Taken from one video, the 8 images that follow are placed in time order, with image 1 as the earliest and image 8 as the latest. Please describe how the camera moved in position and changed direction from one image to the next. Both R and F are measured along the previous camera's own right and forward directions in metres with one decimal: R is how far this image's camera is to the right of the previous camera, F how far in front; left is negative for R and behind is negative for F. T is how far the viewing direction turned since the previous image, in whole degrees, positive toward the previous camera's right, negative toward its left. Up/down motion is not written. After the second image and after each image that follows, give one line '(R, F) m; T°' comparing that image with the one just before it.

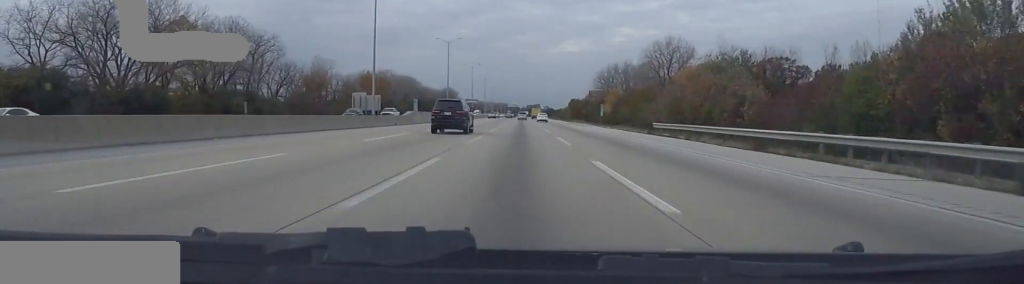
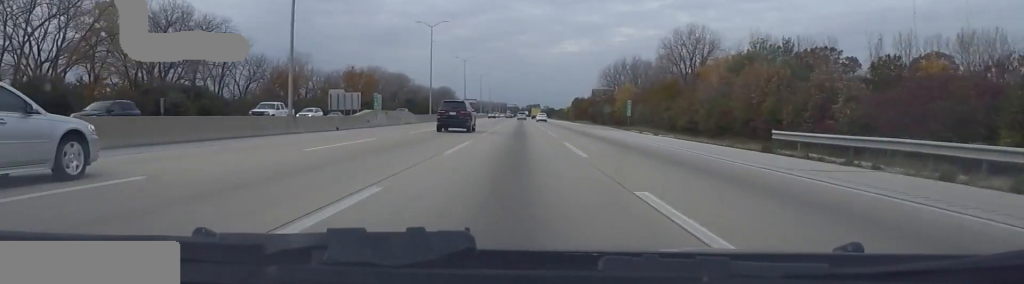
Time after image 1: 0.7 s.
(+0.3, +21.4) m; 0°
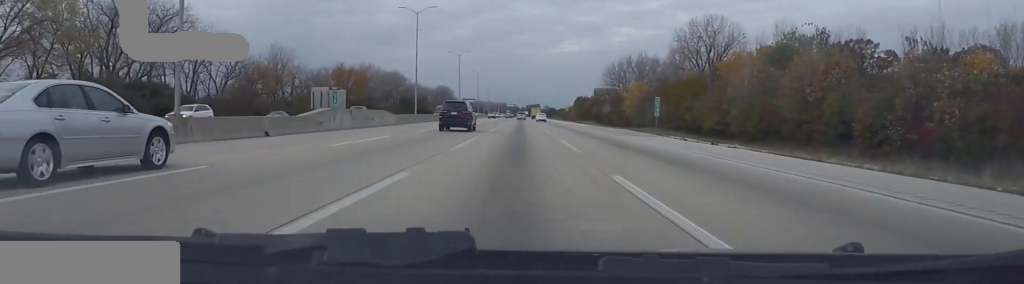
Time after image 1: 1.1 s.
(+0.5, +13.0) m; 0°
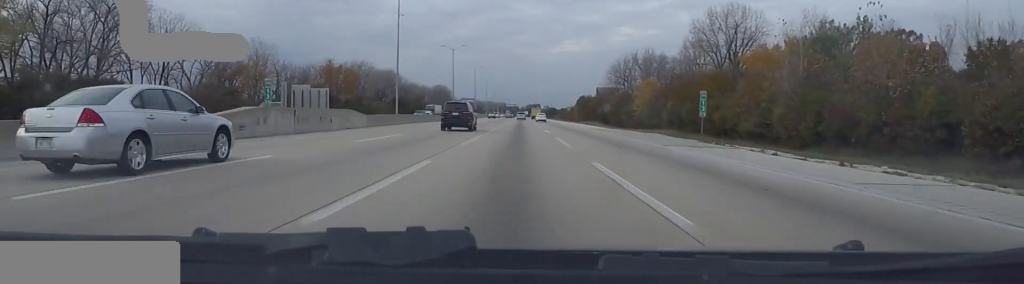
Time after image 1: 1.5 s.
(0.0, +12.6) m; 0°
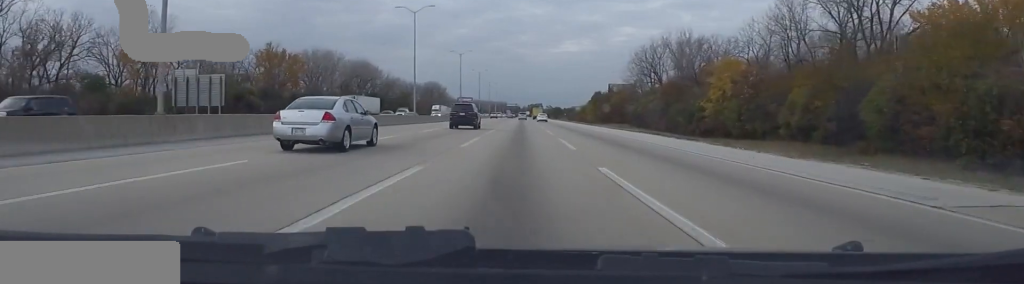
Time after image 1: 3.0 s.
(-0.8, +48.1) m; -1°
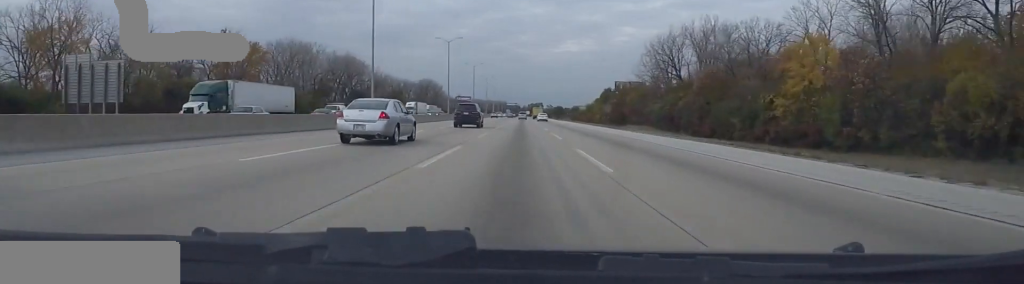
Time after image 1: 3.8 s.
(-0.1, +22.9) m; -1°
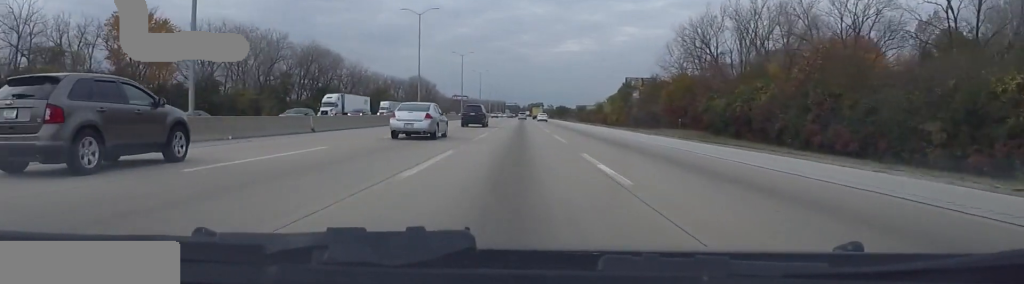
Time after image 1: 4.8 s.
(-0.3, +32.6) m; 0°
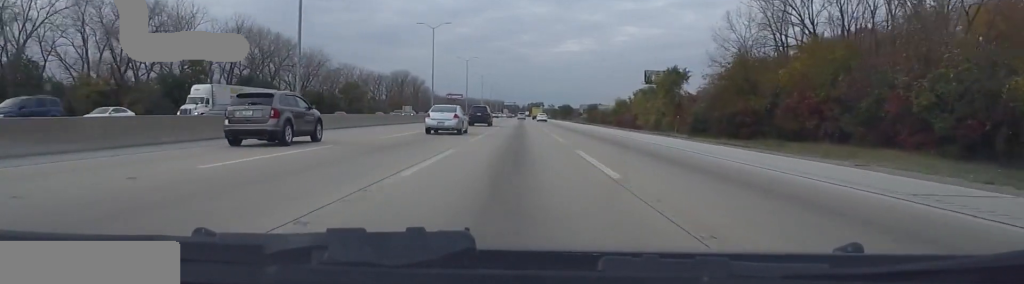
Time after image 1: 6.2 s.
(+0.8, +46.0) m; +1°
